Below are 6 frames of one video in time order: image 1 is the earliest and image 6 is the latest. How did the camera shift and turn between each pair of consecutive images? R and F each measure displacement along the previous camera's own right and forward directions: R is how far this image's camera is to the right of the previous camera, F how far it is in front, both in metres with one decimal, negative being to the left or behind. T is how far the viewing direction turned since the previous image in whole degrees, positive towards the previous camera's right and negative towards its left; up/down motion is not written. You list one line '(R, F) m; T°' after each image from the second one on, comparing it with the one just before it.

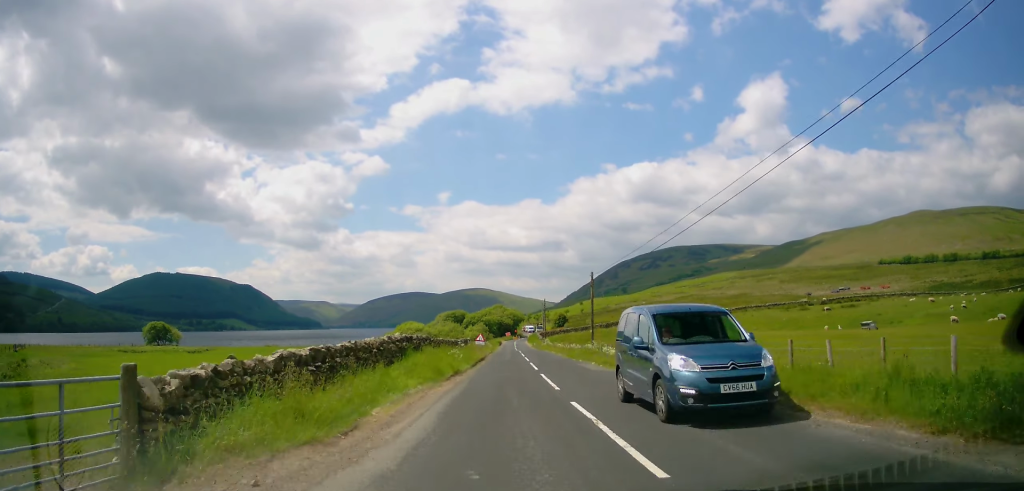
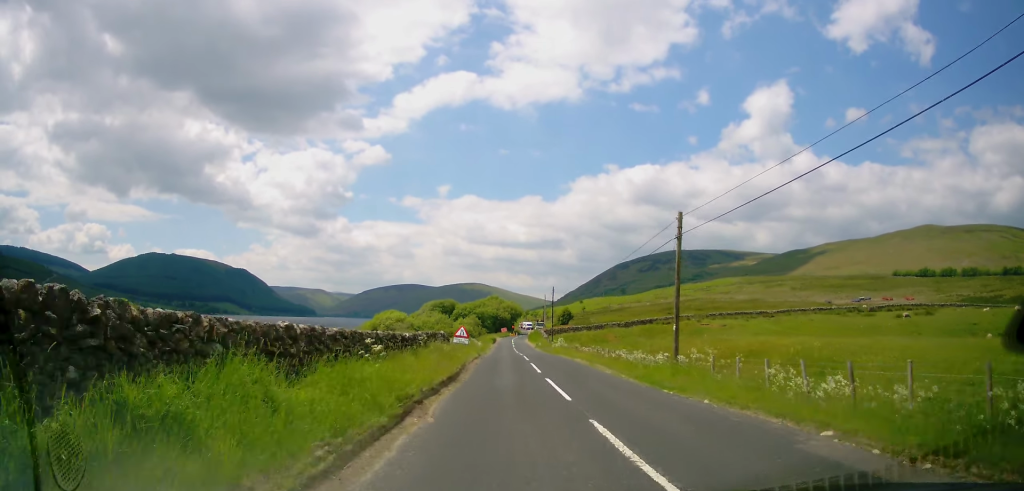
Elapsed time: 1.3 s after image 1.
(+0.5, +21.3) m; +2°
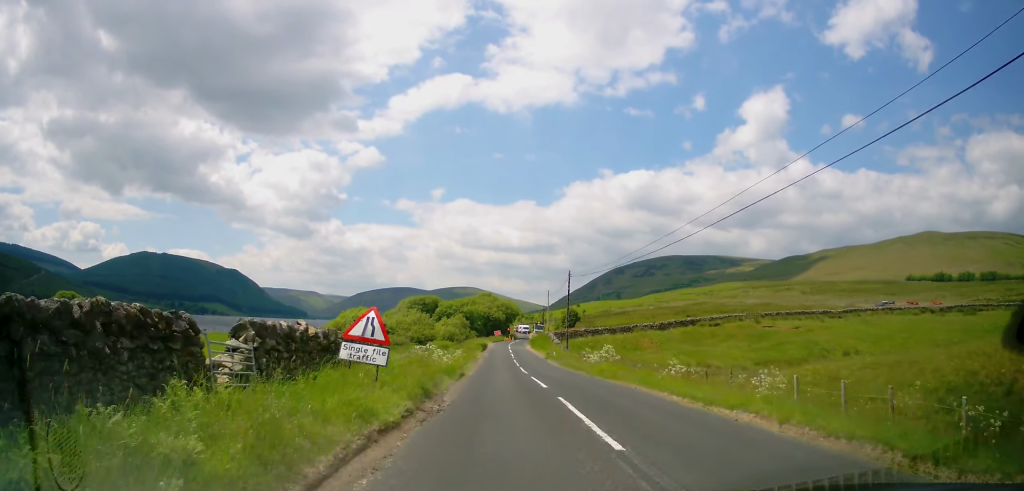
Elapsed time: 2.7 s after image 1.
(-0.5, +23.1) m; -1°
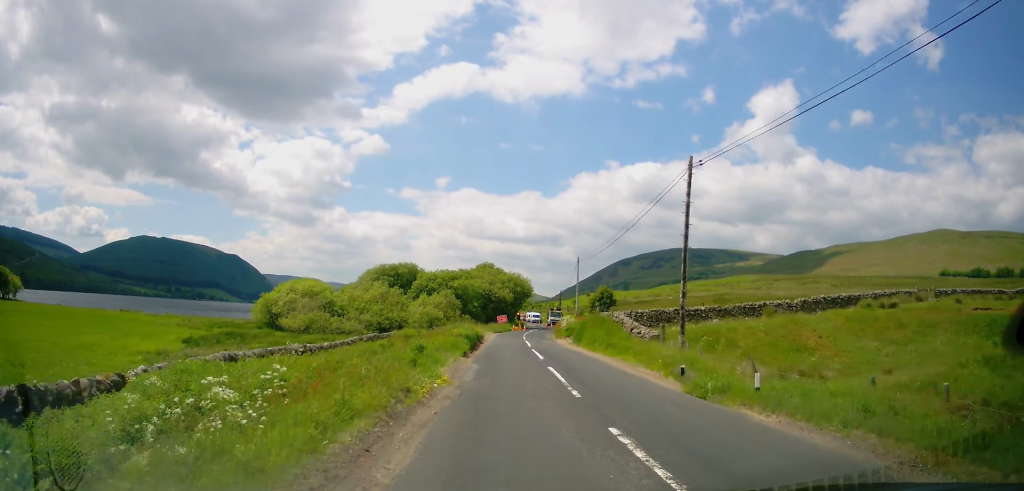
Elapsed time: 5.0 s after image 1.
(+0.1, +32.6) m; +1°
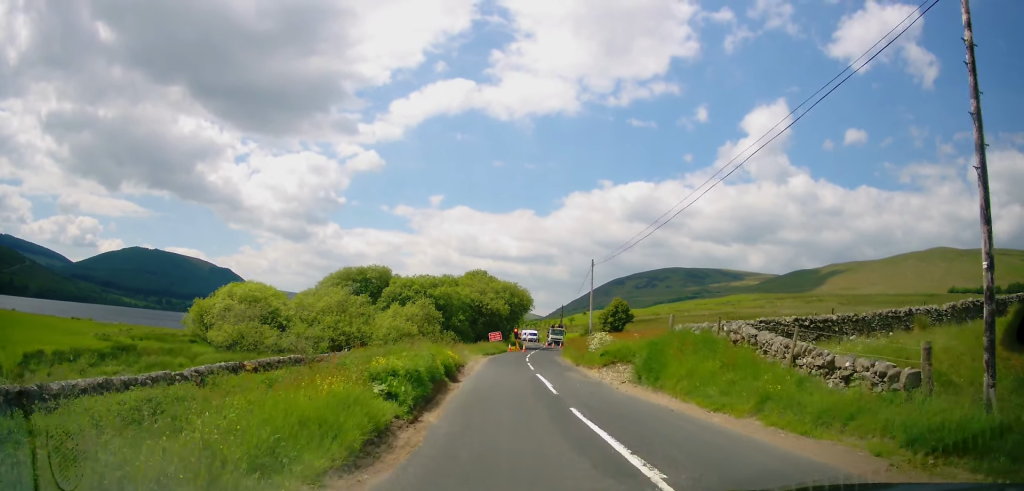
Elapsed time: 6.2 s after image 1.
(+0.7, +14.7) m; +2°
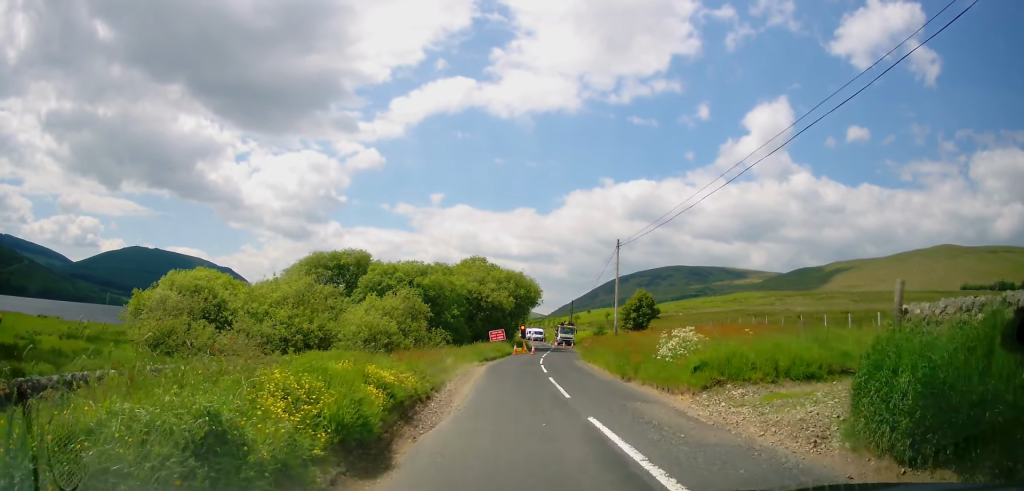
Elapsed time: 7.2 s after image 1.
(-0.4, +10.8) m; -3°
